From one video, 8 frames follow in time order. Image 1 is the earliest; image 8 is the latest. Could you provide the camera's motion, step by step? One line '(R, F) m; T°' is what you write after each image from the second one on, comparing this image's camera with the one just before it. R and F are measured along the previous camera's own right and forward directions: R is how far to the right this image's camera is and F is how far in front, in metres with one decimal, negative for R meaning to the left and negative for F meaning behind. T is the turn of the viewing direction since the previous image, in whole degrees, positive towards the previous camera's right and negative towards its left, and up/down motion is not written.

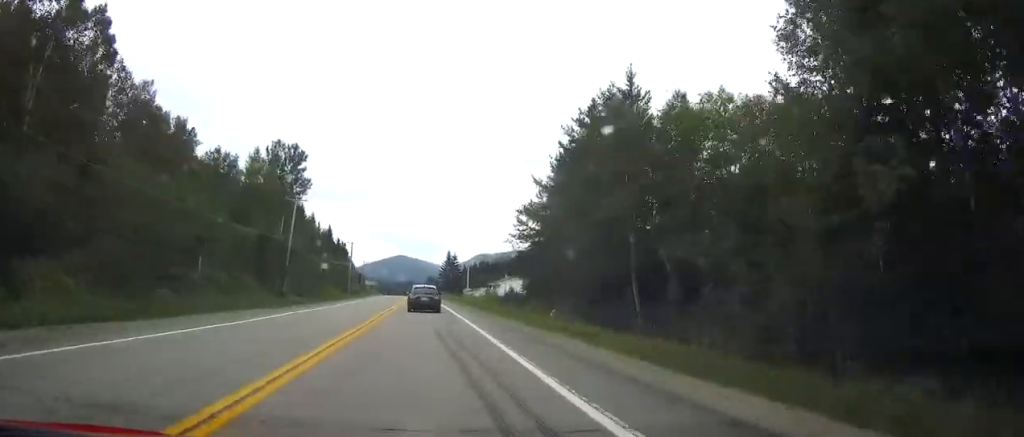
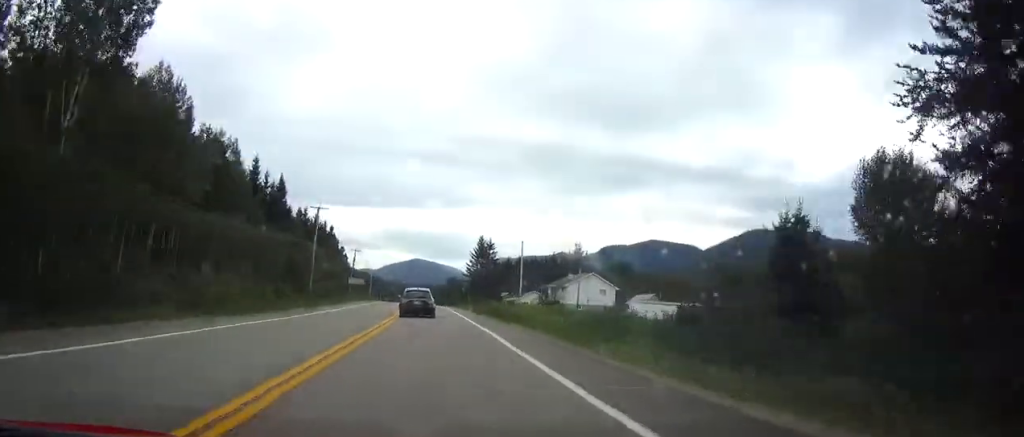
(-0.9, +62.0) m; -1°
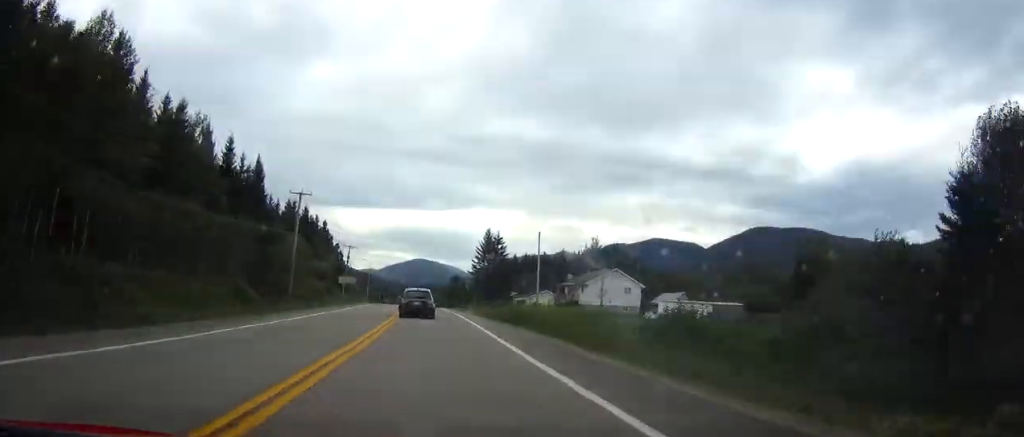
(0.0, +12.0) m; 0°
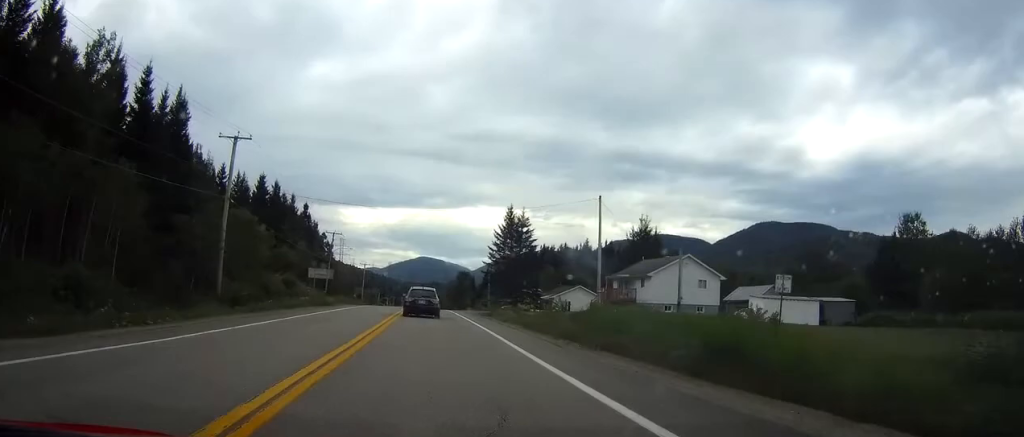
(0.0, +24.8) m; 0°
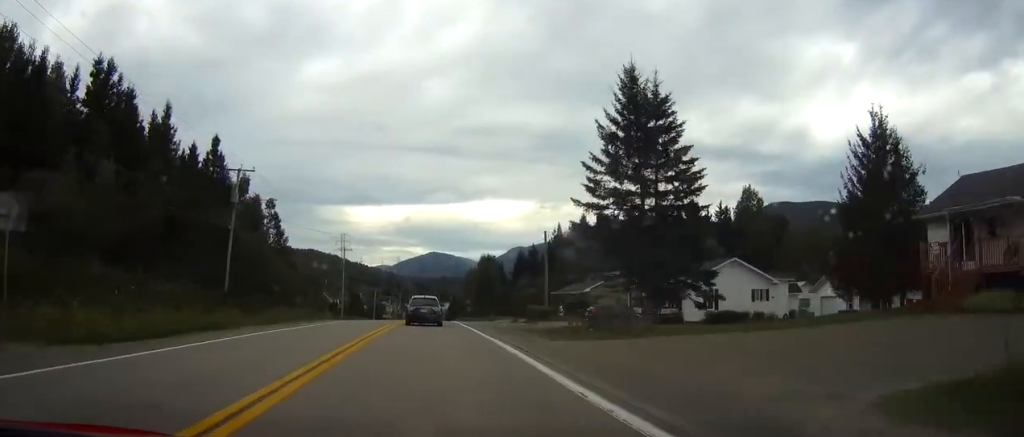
(-0.5, +51.2) m; -1°
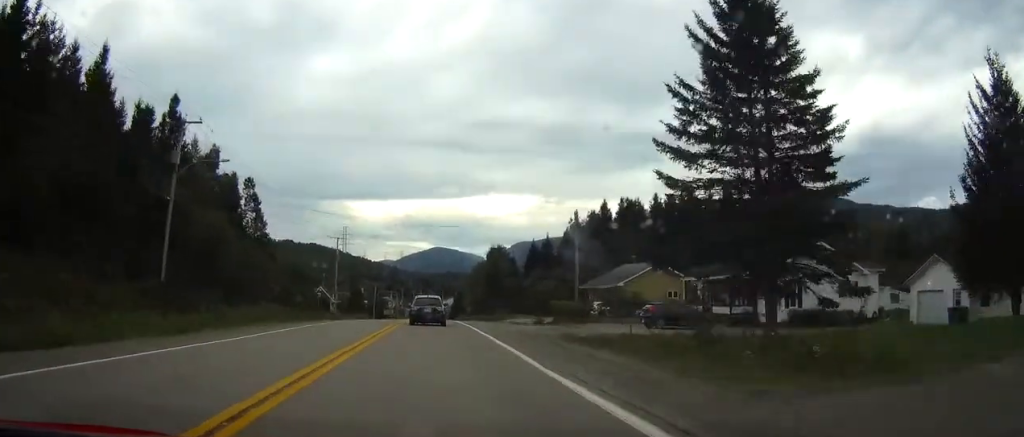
(0.0, +12.3) m; 0°
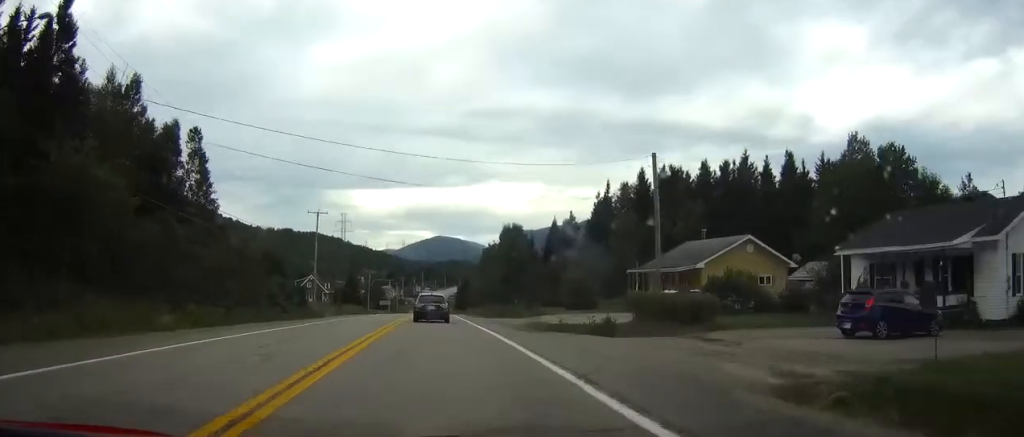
(-0.1, +19.3) m; 0°
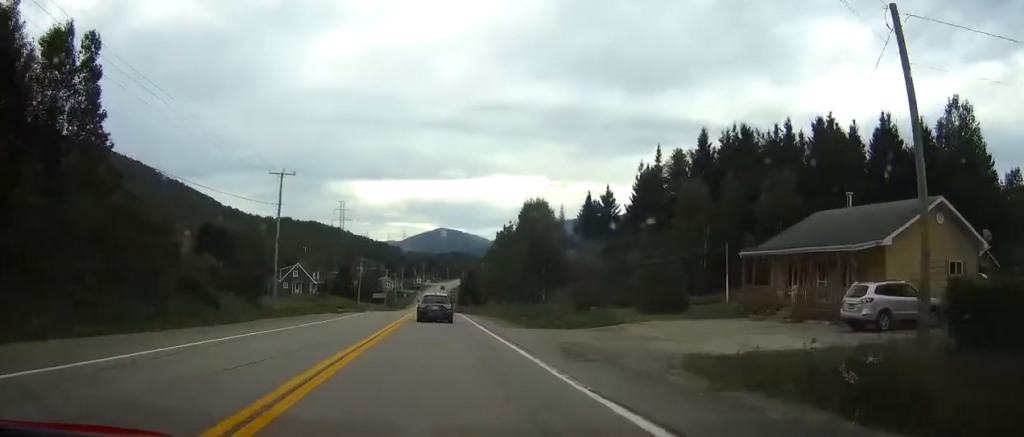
(-0.1, +20.9) m; 0°
